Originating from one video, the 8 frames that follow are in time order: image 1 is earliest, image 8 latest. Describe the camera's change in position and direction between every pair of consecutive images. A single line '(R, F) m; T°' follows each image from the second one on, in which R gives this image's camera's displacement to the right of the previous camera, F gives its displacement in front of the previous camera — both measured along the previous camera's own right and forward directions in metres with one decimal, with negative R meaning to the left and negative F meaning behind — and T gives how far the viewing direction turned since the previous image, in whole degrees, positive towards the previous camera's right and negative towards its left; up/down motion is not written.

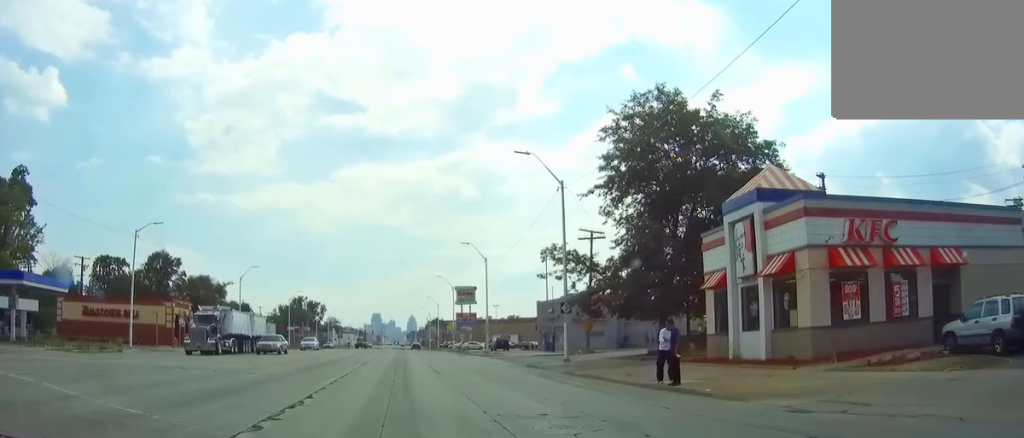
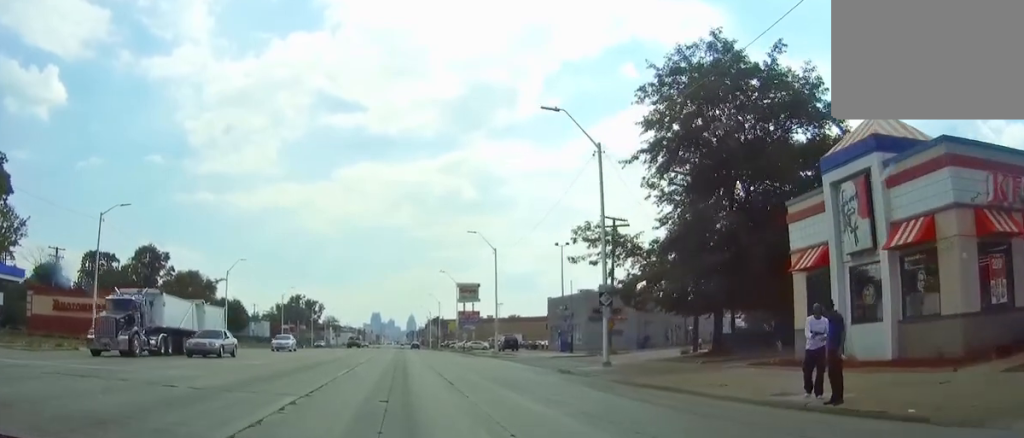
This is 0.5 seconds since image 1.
(0.0, +8.2) m; 0°
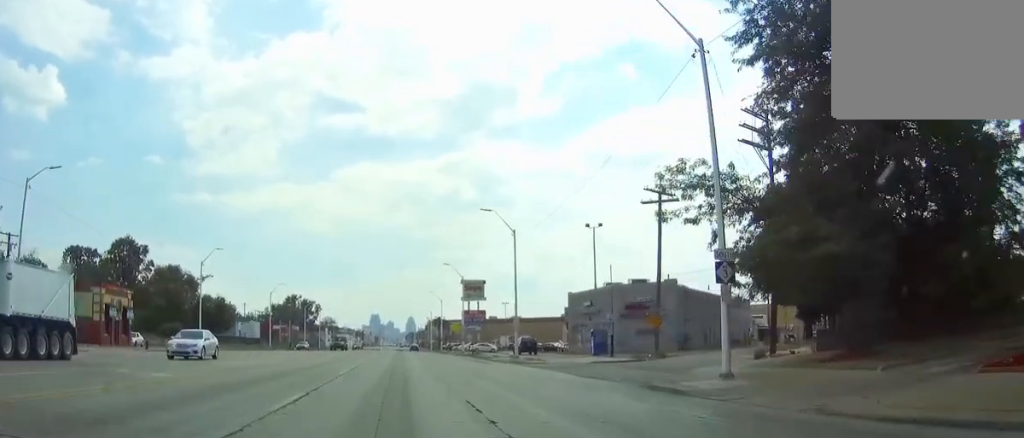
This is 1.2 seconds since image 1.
(0.0, +12.2) m; +1°
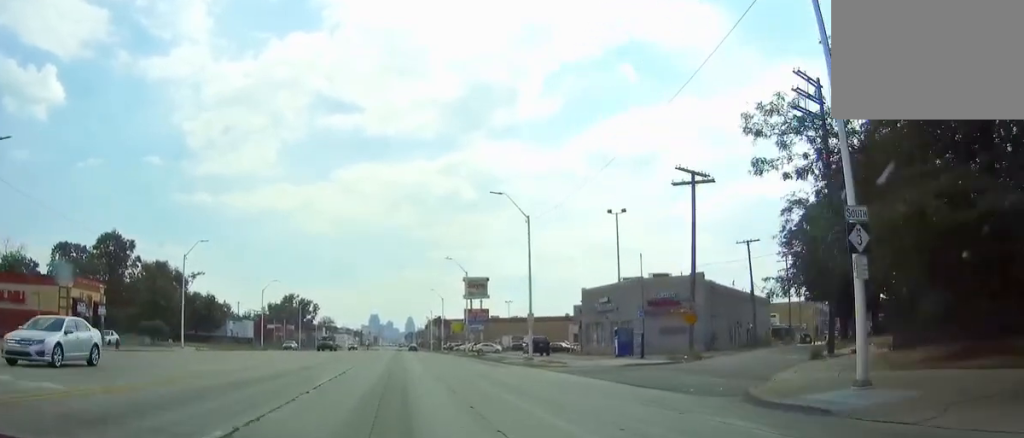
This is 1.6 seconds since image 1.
(0.0, +7.0) m; 0°
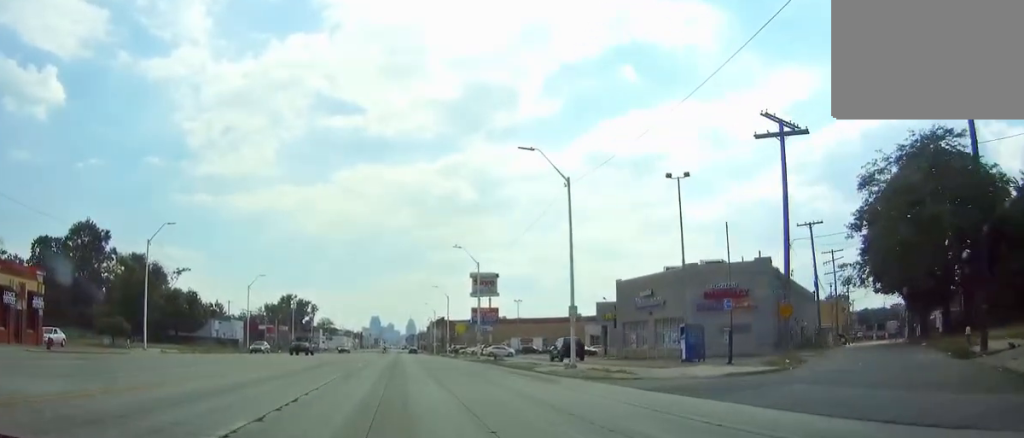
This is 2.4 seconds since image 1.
(+0.1, +12.3) m; +1°
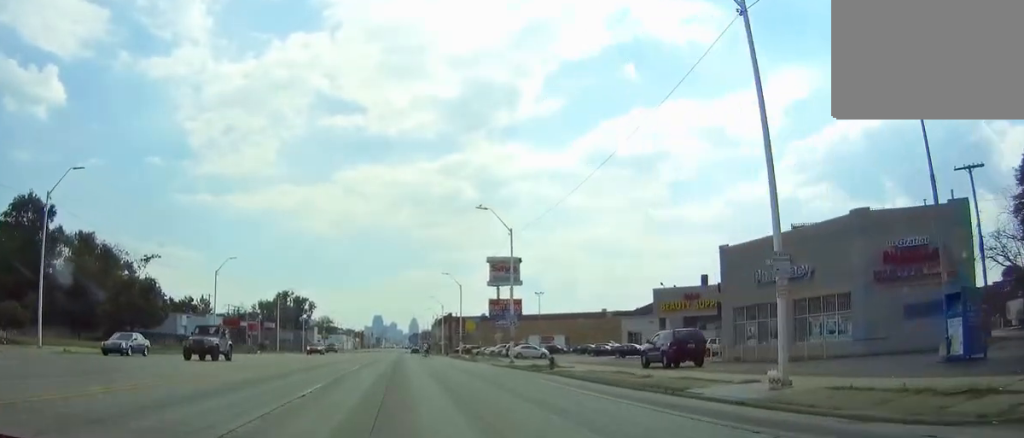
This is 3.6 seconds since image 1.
(+0.2, +21.0) m; +1°
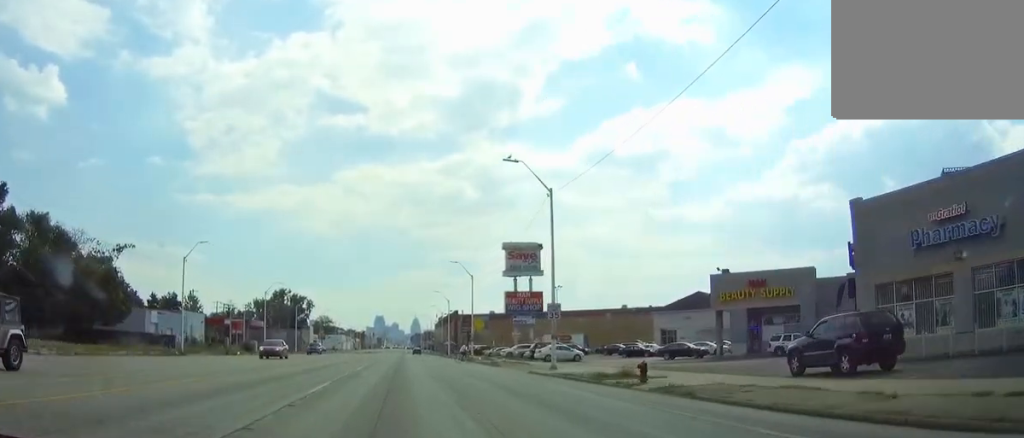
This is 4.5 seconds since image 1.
(0.0, +14.3) m; 0°
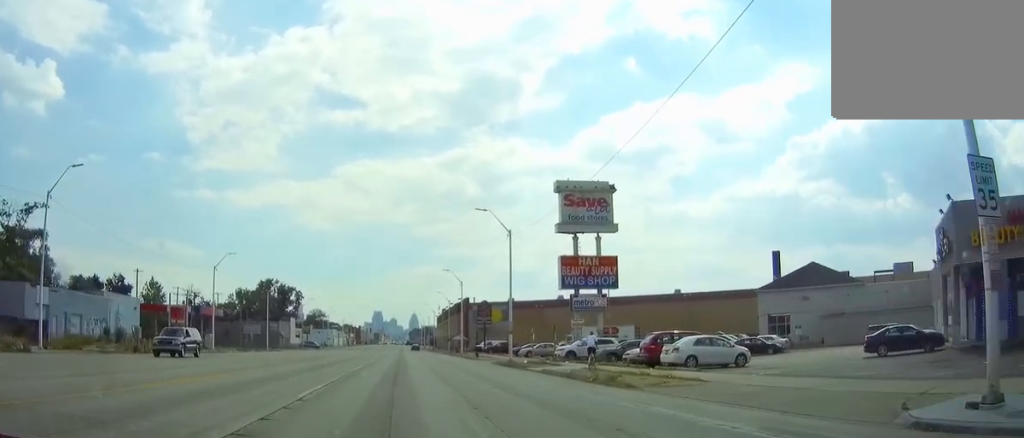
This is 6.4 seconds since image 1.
(-0.3, +31.0) m; -1°
